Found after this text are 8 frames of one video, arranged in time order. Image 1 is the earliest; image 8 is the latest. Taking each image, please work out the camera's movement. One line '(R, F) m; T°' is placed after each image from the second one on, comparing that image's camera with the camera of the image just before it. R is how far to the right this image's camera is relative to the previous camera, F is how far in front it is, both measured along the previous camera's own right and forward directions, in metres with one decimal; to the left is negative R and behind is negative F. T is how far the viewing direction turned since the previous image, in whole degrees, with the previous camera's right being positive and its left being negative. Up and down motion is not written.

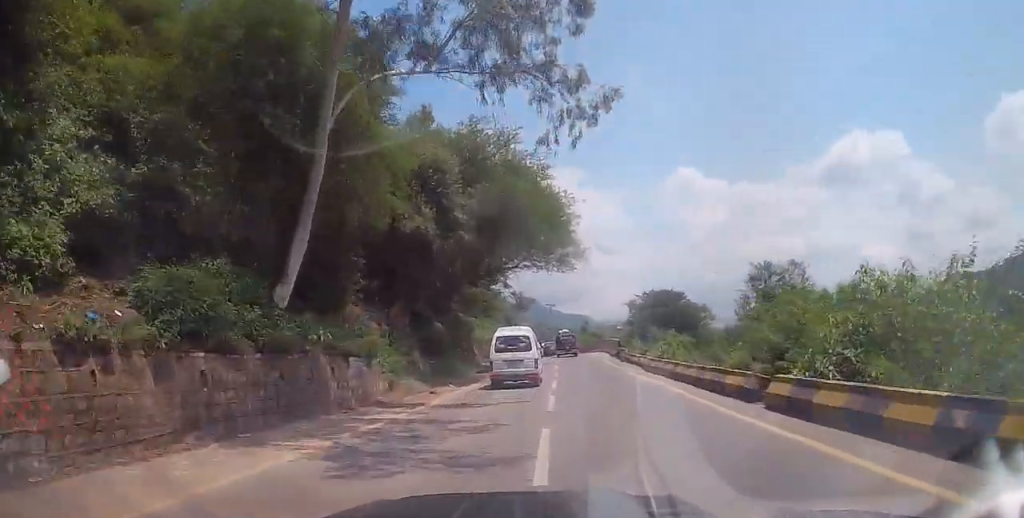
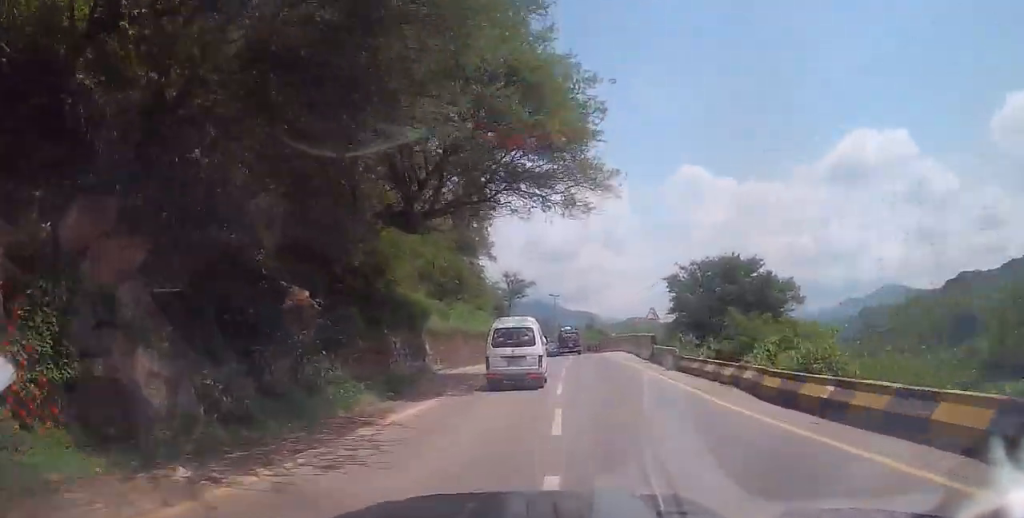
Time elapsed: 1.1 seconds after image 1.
(-0.4, +16.0) m; +1°
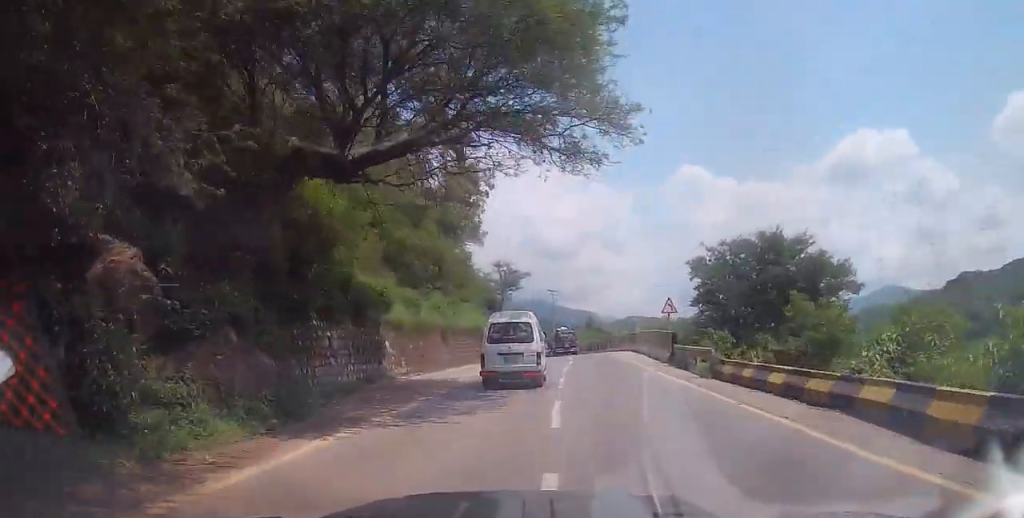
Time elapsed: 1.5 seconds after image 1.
(+0.2, +5.9) m; 0°
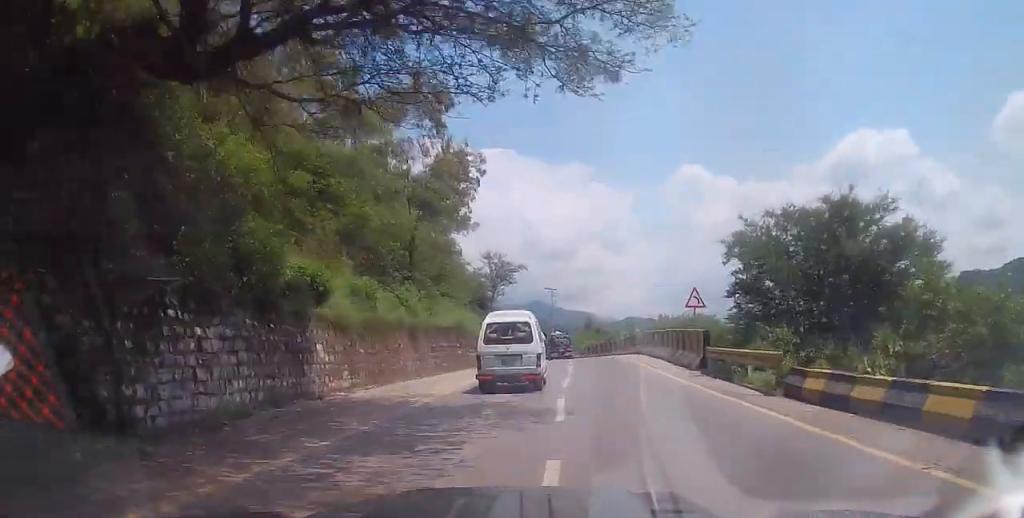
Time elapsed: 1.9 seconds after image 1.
(+0.3, +5.9) m; 0°
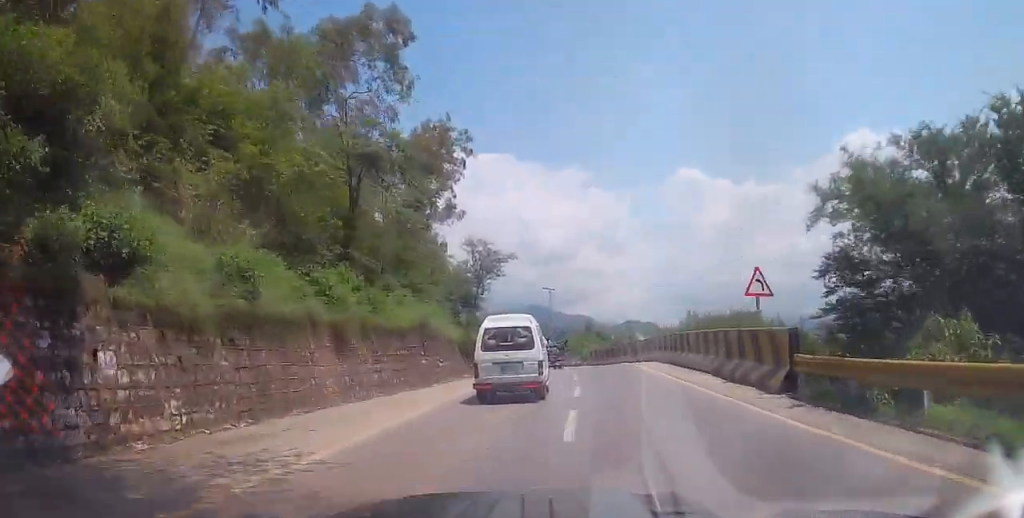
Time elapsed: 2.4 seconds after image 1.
(0.0, +7.7) m; 0°
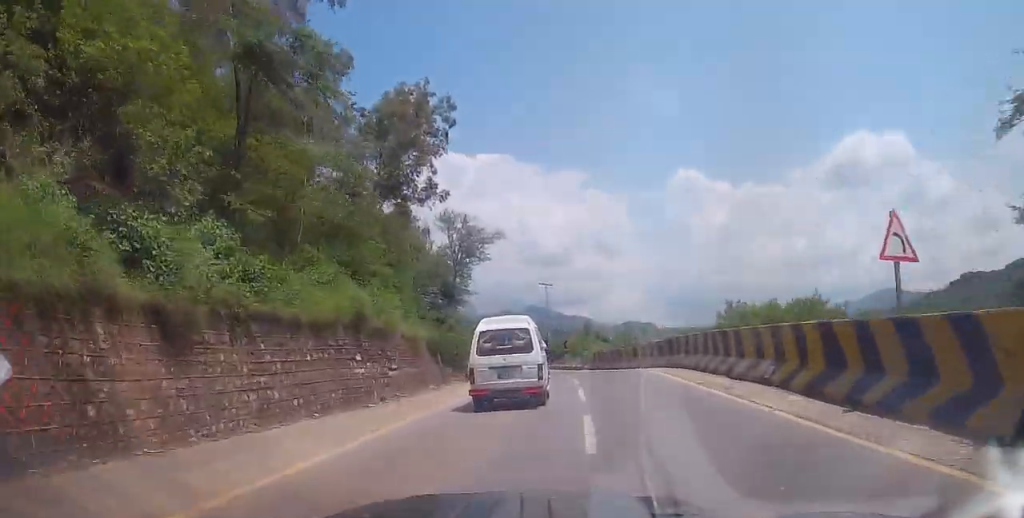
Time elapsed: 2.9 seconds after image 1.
(-0.3, +7.1) m; -1°
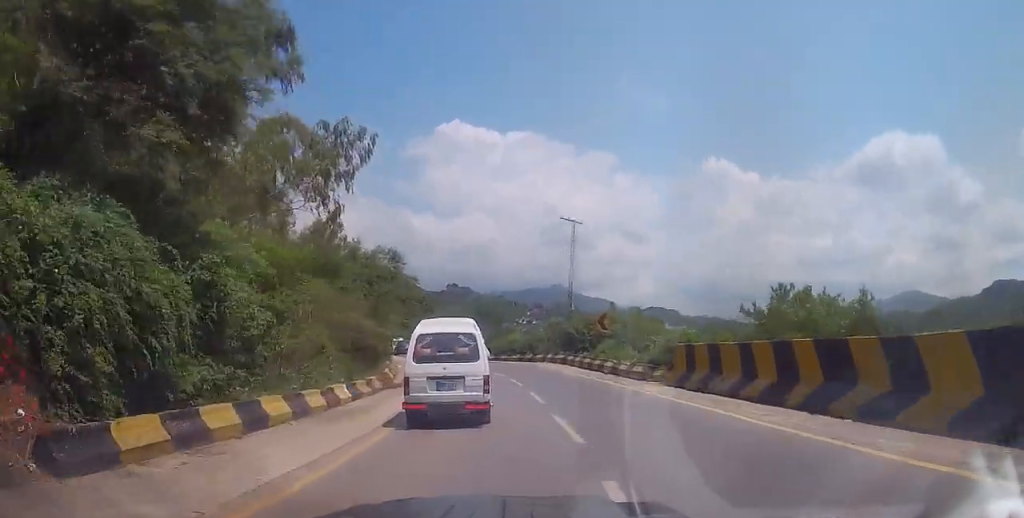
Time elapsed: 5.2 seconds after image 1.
(+0.1, +29.0) m; -3°
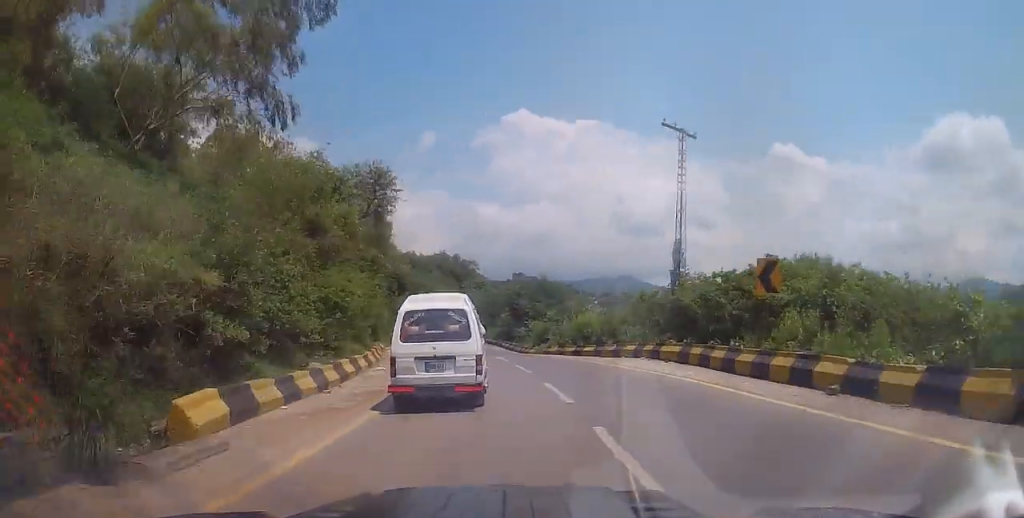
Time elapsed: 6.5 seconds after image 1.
(-0.8, +16.2) m; -5°
